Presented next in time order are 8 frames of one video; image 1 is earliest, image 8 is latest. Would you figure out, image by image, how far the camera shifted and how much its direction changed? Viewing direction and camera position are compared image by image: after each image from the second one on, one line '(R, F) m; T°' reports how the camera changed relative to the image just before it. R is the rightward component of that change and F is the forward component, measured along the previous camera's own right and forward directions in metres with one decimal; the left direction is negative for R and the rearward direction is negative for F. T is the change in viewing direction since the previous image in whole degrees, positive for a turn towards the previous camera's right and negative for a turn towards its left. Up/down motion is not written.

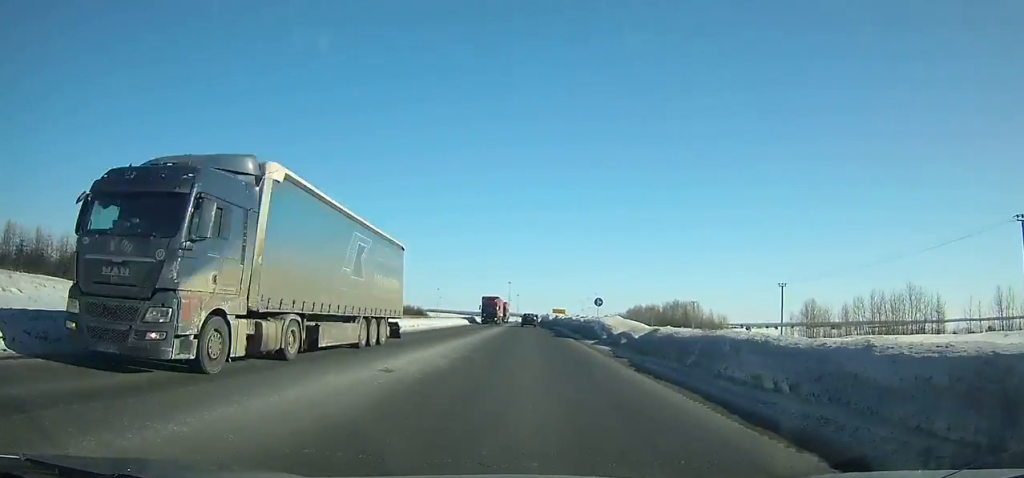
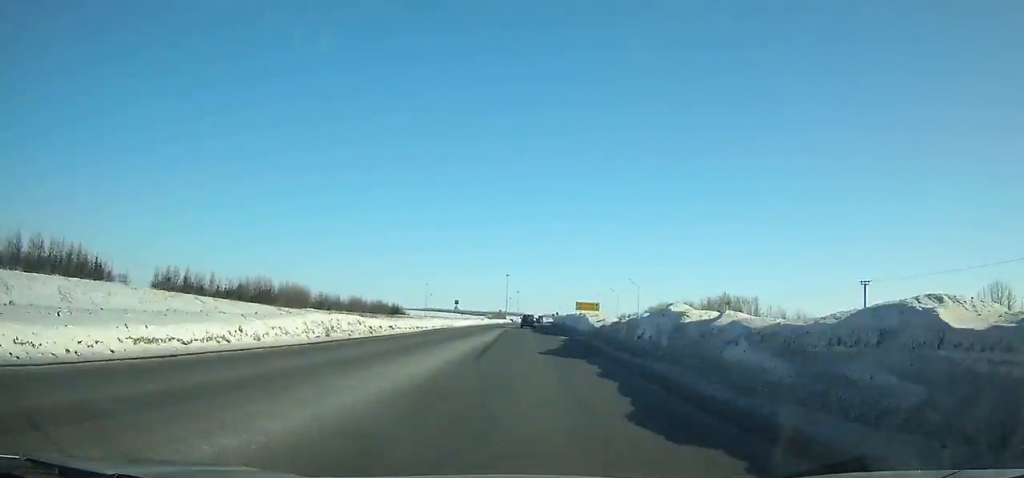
(+0.1, +72.5) m; 0°
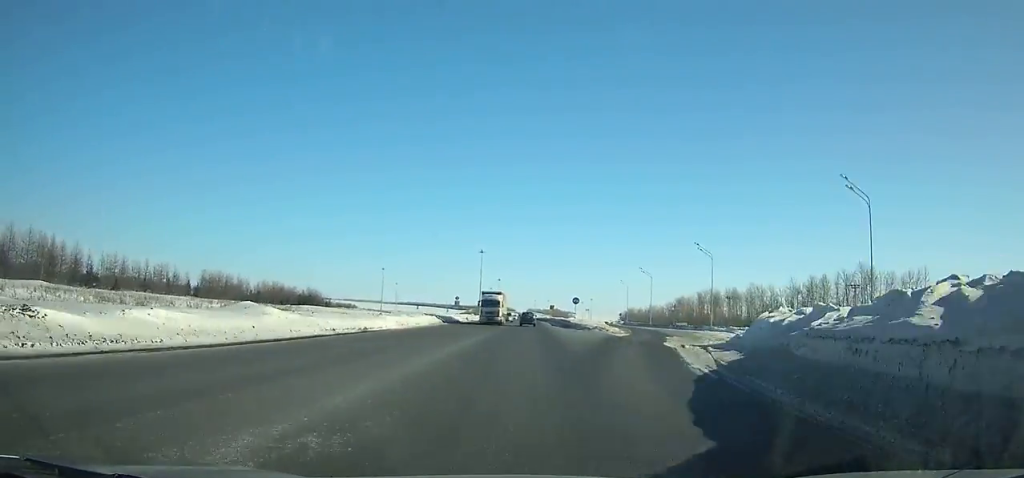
(+1.1, +106.8) m; +1°
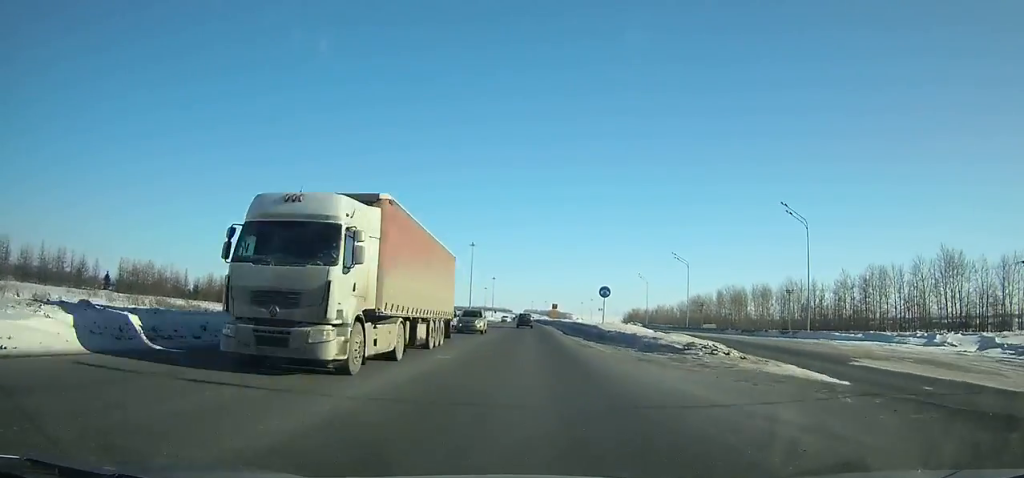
(0.0, +29.7) m; 0°
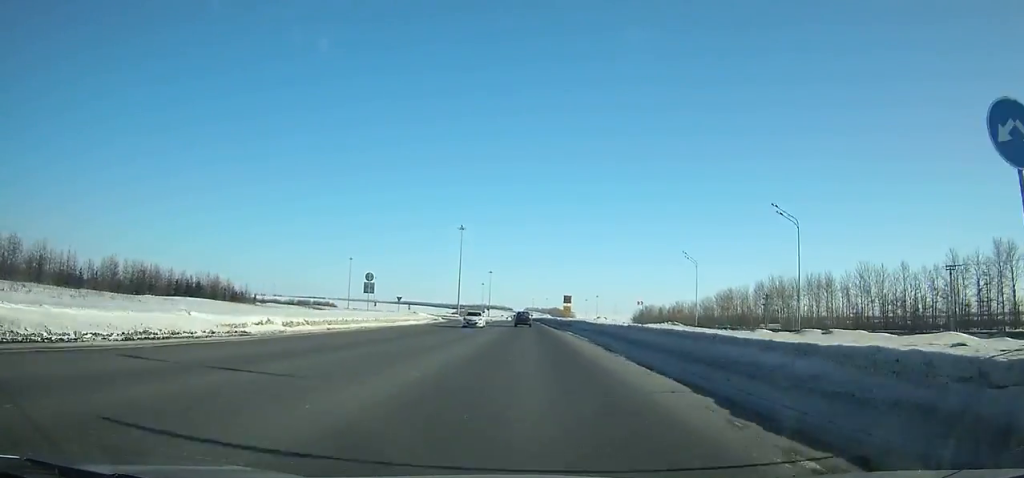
(+0.1, +37.7) m; 0°
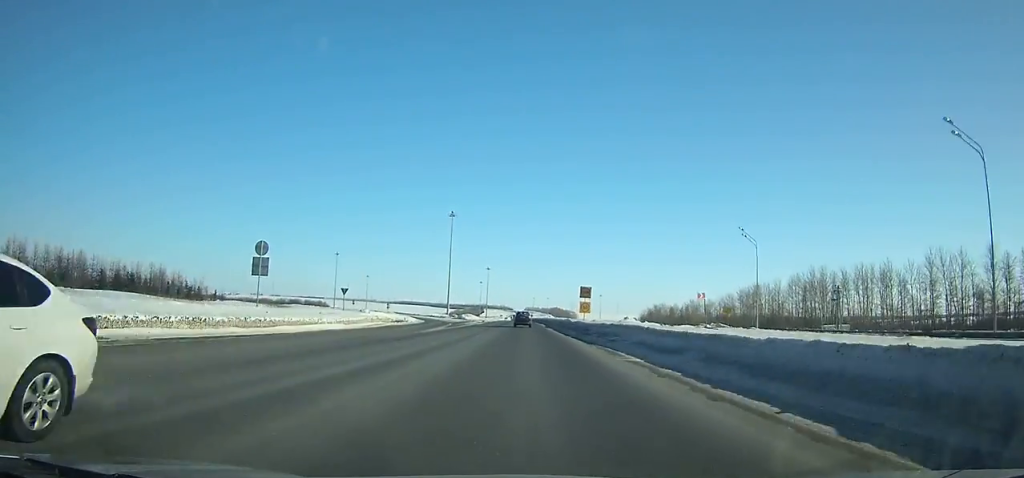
(0.0, +25.0) m; 0°
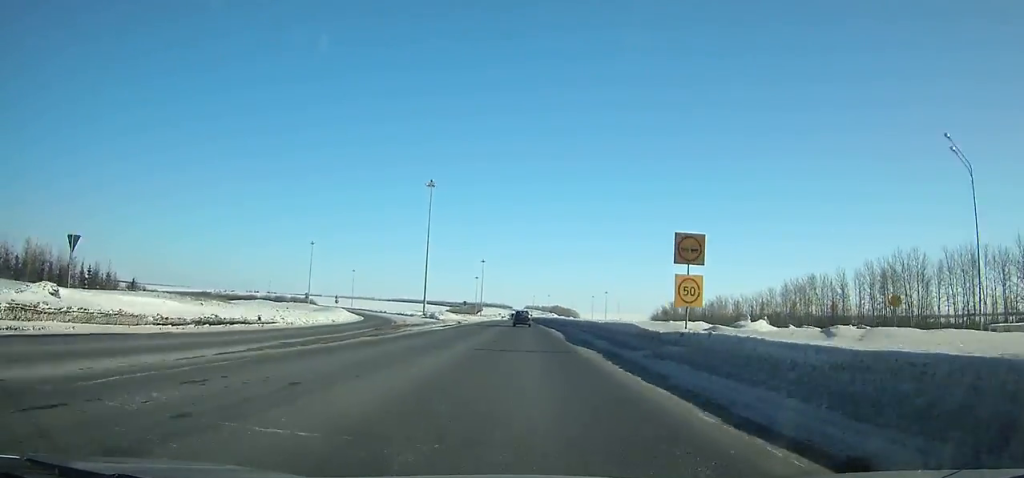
(0.0, +37.1) m; 0°
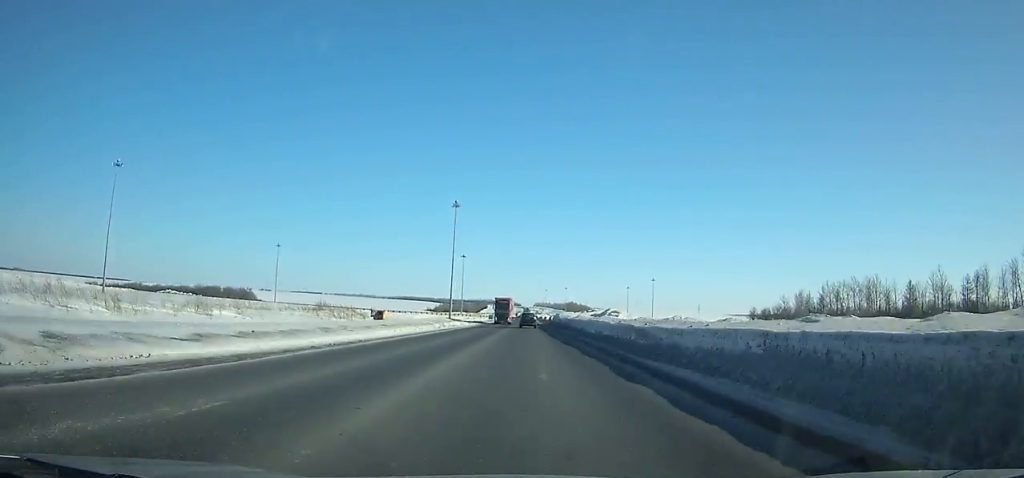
(-0.6, +148.0) m; 0°
